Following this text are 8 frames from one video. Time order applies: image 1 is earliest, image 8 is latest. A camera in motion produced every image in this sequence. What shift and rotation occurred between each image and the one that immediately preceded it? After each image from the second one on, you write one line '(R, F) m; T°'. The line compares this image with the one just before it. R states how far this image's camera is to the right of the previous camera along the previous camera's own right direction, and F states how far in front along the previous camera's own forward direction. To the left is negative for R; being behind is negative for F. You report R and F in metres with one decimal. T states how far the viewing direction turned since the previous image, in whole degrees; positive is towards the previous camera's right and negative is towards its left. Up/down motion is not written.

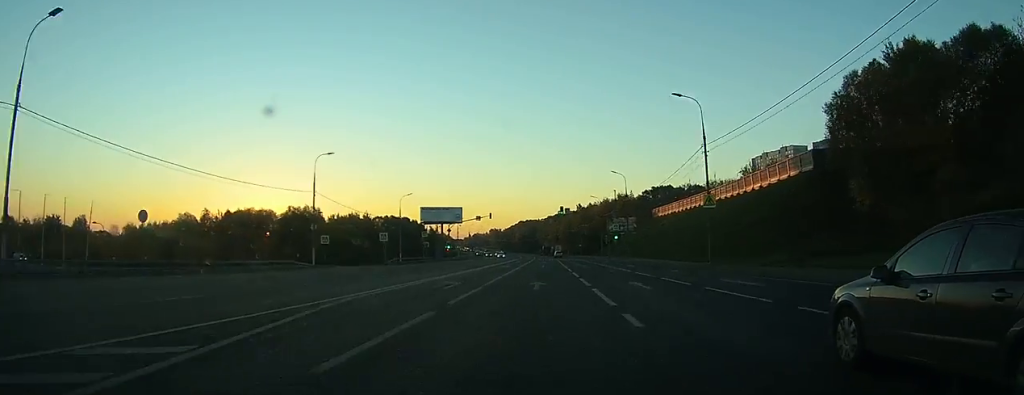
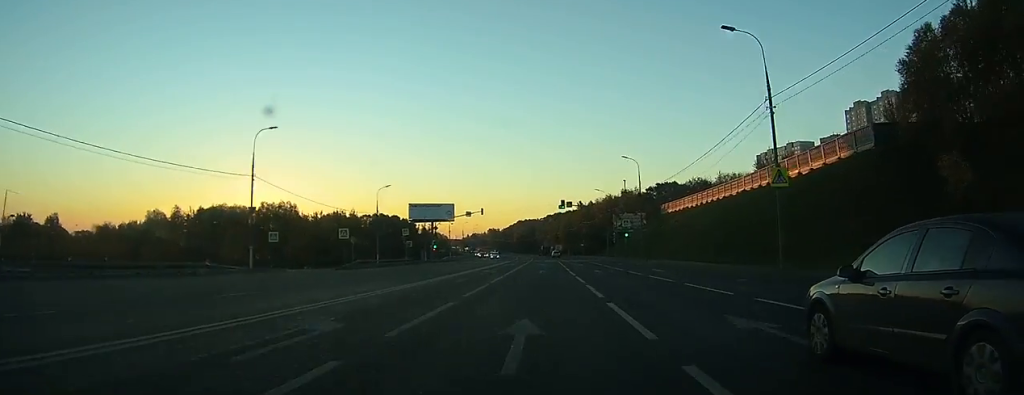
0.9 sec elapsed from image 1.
(0.0, +13.3) m; 0°
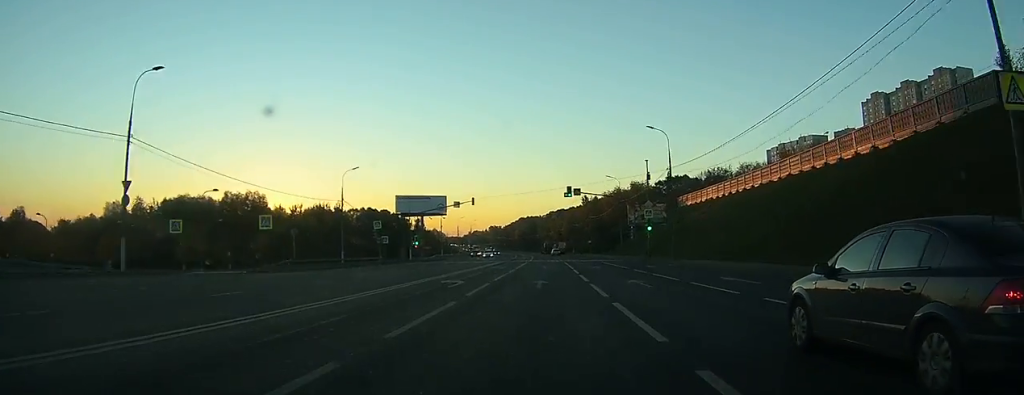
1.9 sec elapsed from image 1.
(0.0, +16.3) m; 0°
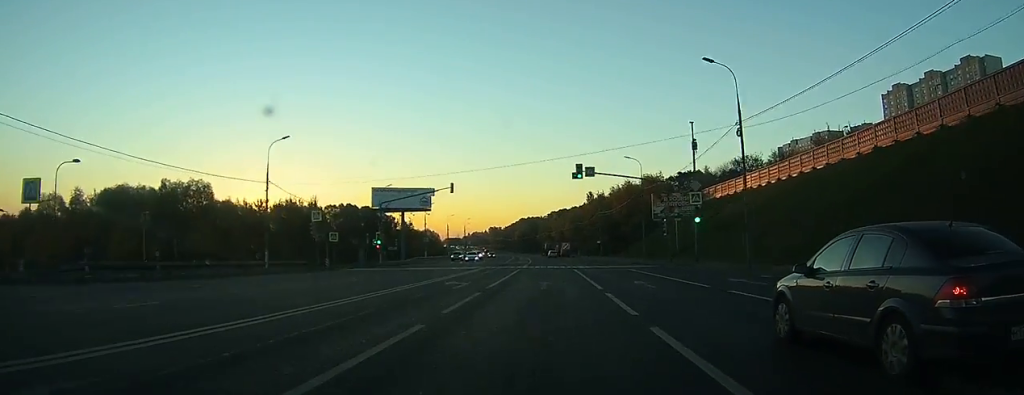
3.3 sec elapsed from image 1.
(0.0, +20.4) m; 0°
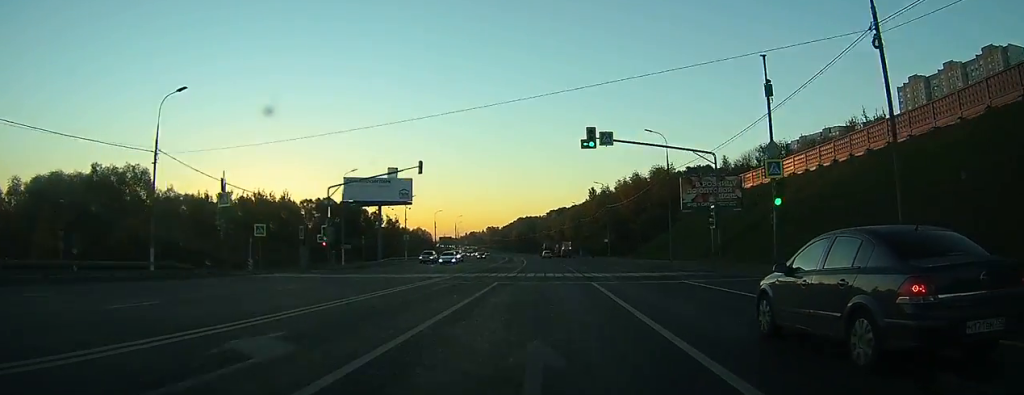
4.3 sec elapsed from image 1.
(0.0, +16.3) m; 0°
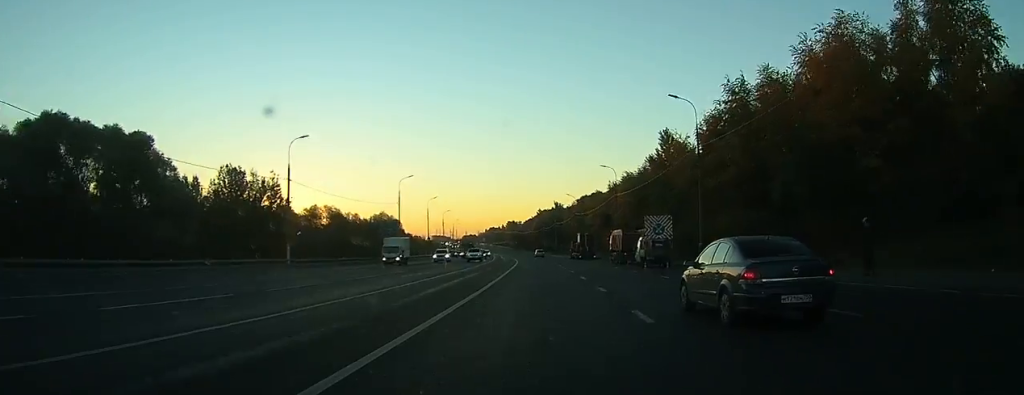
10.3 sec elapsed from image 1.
(-0.8, +91.4) m; -2°
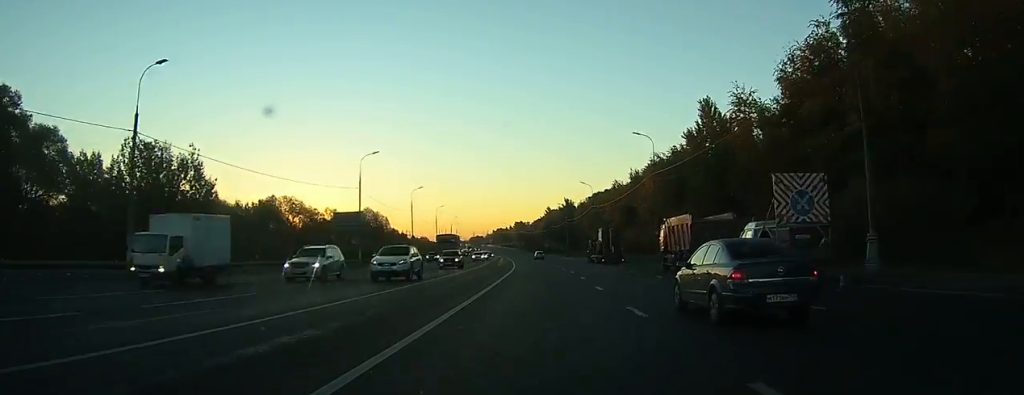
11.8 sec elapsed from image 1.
(-0.2, +22.5) m; -1°
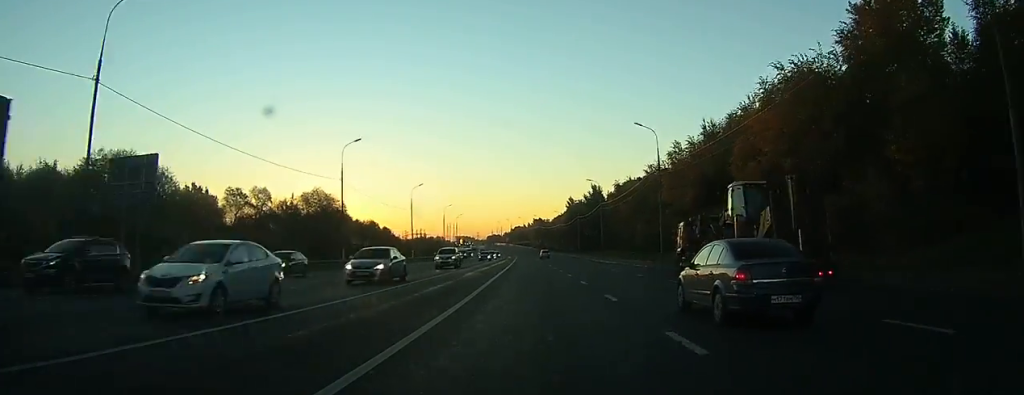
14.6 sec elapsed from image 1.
(-0.9, +43.6) m; -2°
